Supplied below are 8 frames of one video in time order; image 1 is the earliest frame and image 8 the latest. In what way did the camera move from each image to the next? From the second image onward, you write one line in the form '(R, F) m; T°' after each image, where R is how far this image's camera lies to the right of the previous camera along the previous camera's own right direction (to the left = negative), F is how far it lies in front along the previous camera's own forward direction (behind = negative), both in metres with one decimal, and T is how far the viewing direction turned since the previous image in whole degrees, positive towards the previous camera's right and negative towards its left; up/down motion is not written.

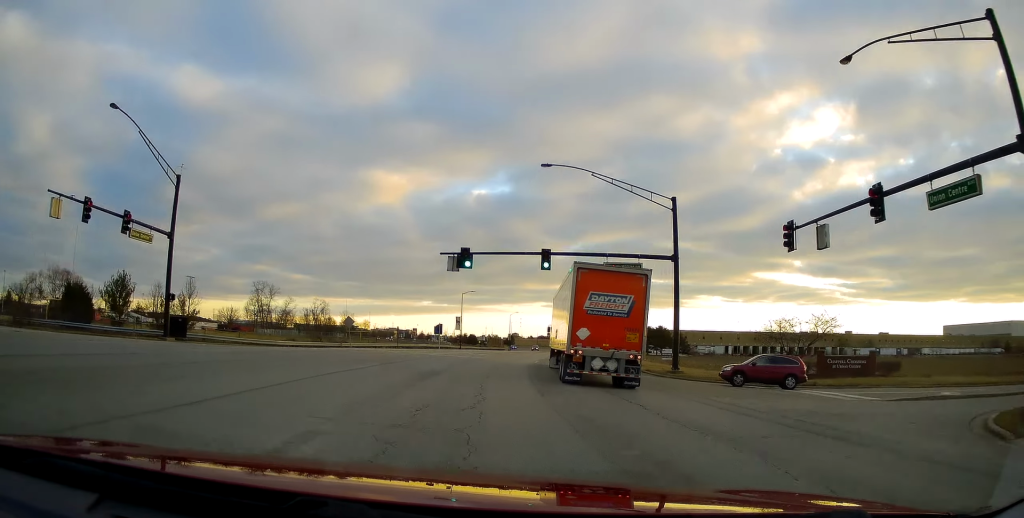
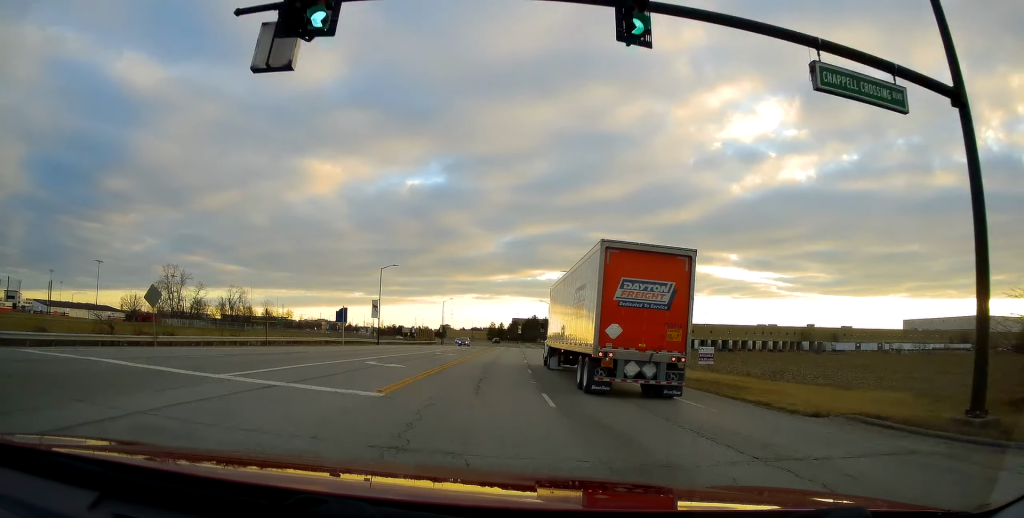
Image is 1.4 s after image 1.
(+1.2, +29.6) m; +6°
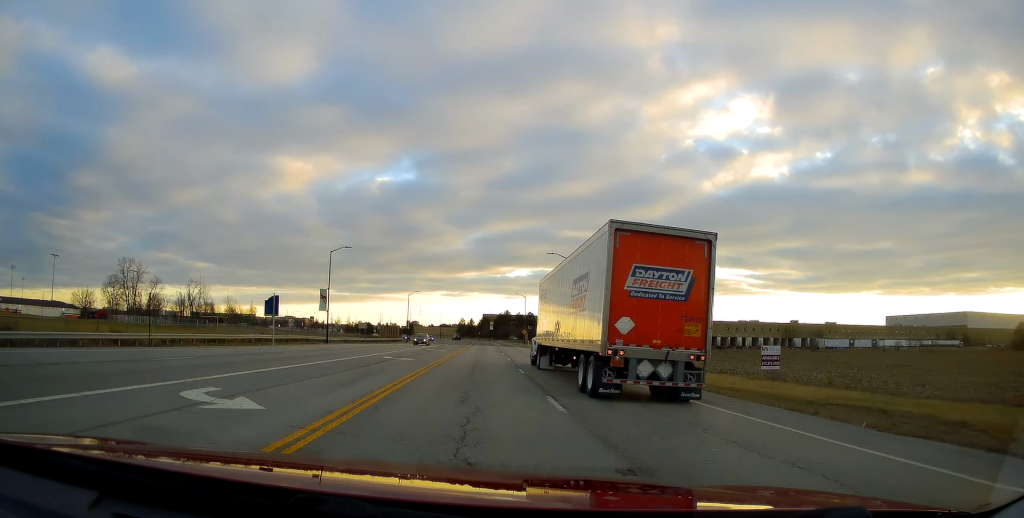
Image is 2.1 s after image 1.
(+0.5, +14.2) m; +4°
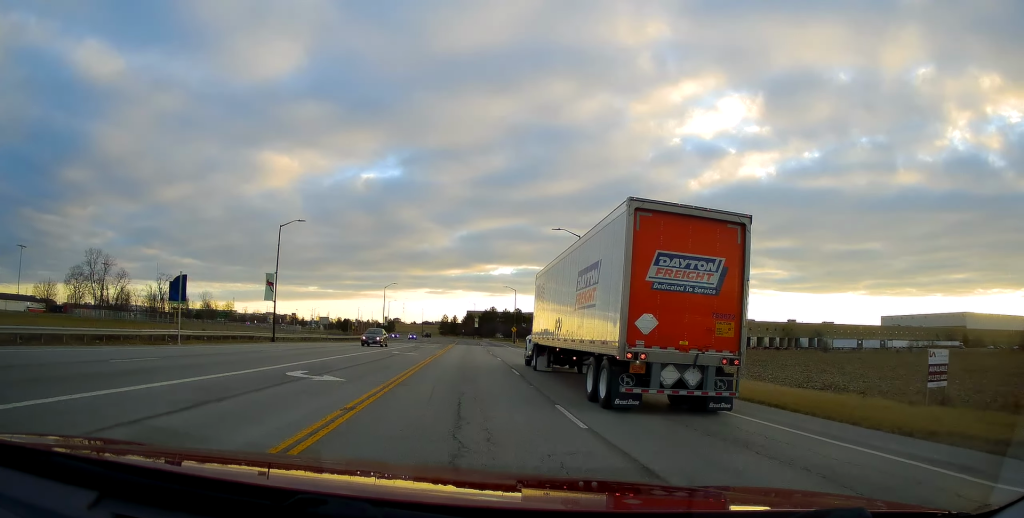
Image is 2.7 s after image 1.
(-0.1, +14.2) m; +4°
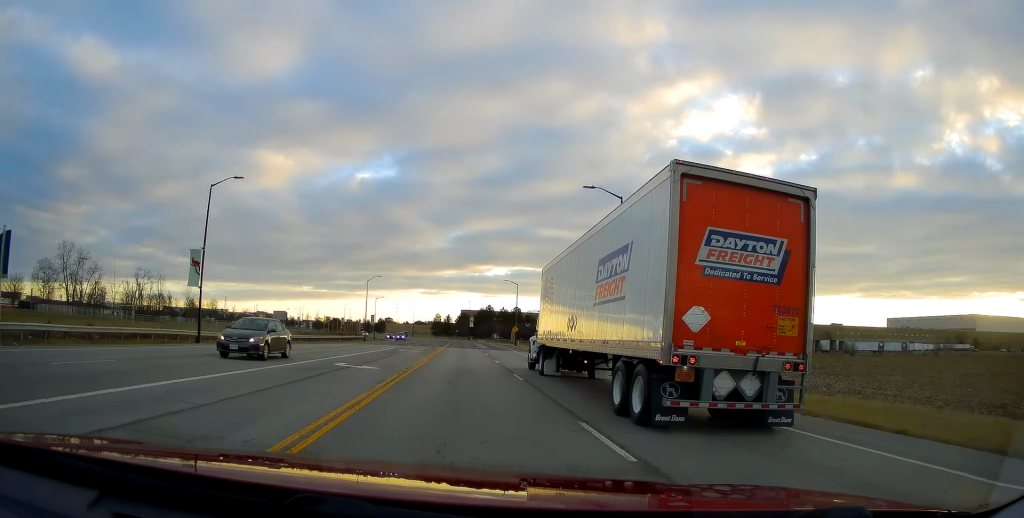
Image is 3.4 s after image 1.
(+1.1, +14.9) m; +1°
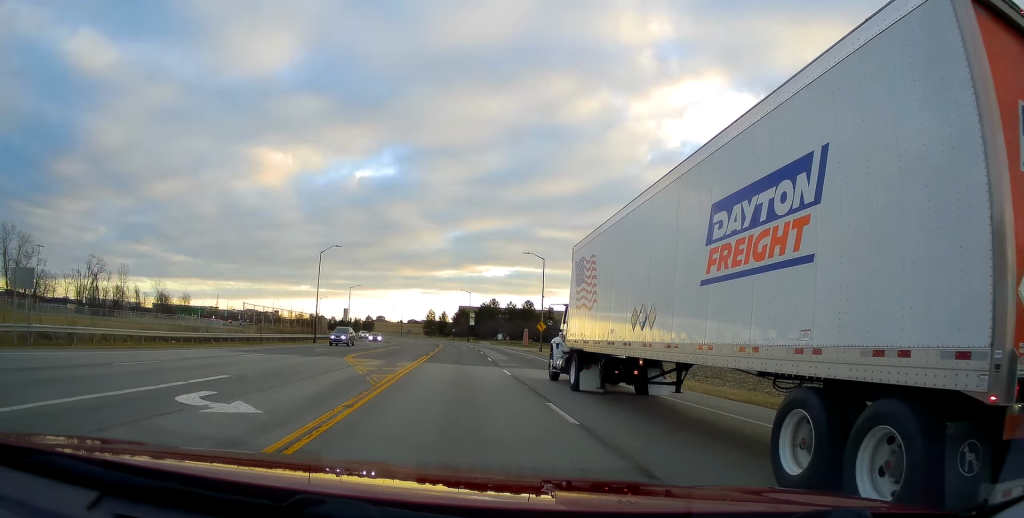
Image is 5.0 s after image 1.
(-0.2, +33.5) m; +1°
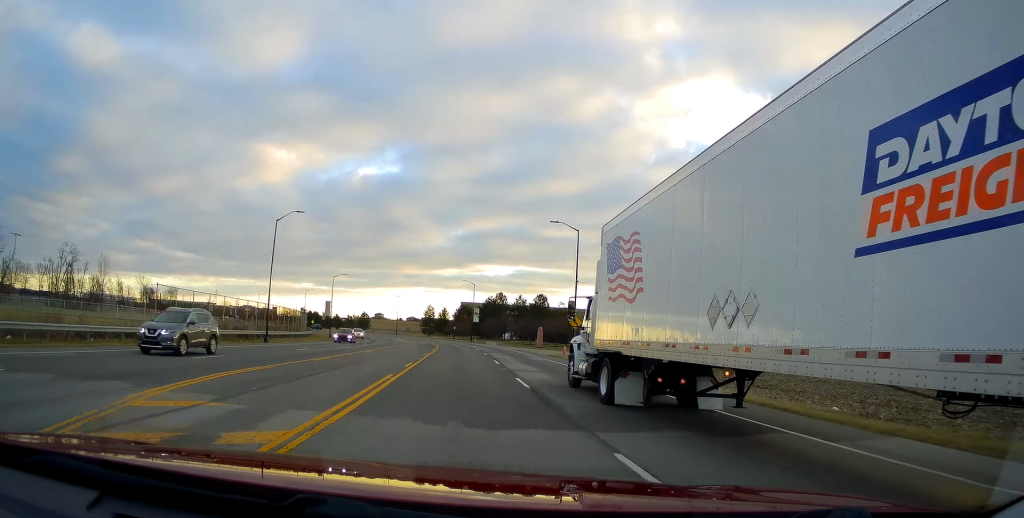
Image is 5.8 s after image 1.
(+0.6, +18.0) m; 0°
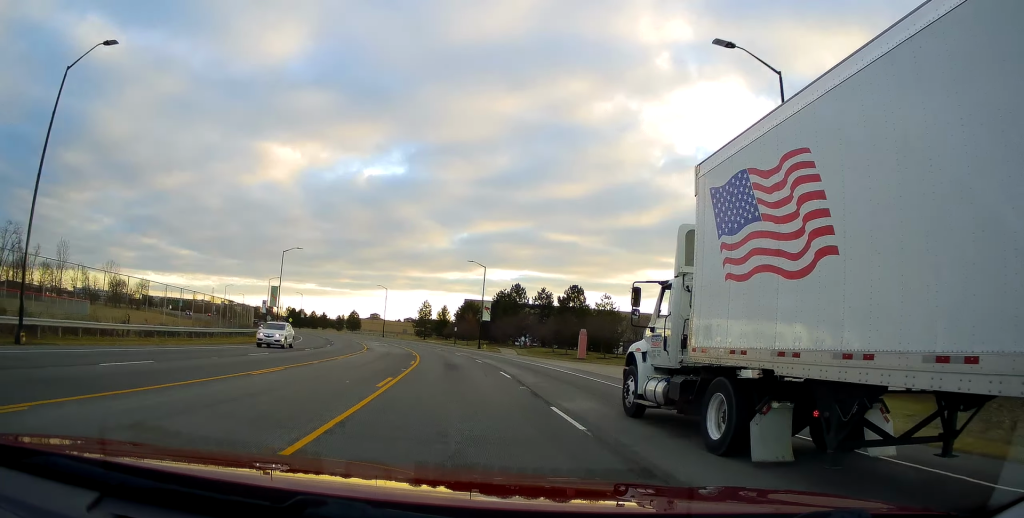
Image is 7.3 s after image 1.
(-0.8, +32.0) m; -1°
